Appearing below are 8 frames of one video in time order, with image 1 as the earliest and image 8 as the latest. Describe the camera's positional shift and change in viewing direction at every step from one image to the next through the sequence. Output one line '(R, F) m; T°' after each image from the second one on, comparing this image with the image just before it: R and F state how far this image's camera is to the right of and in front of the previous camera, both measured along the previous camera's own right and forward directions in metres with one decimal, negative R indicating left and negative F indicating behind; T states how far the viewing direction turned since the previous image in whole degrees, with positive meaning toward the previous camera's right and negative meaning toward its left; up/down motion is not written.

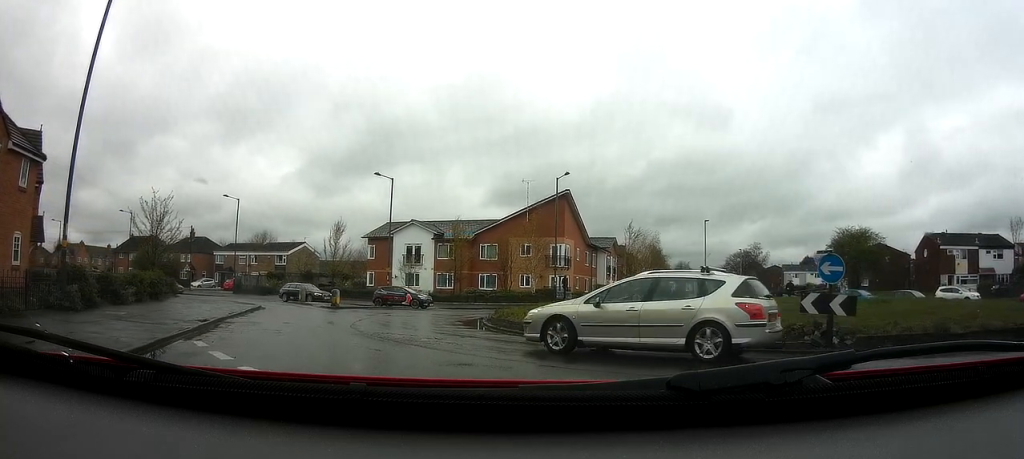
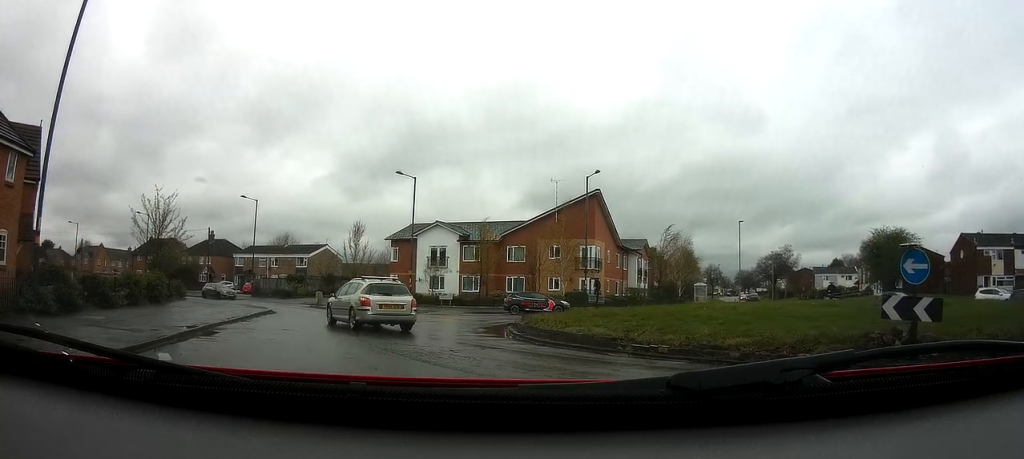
(-0.1, +1.6) m; 0°
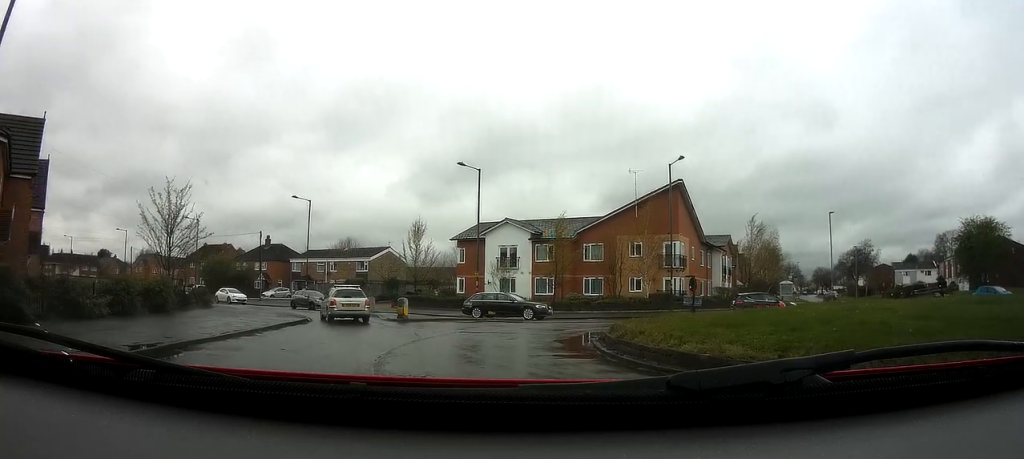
(0.0, +4.1) m; -1°
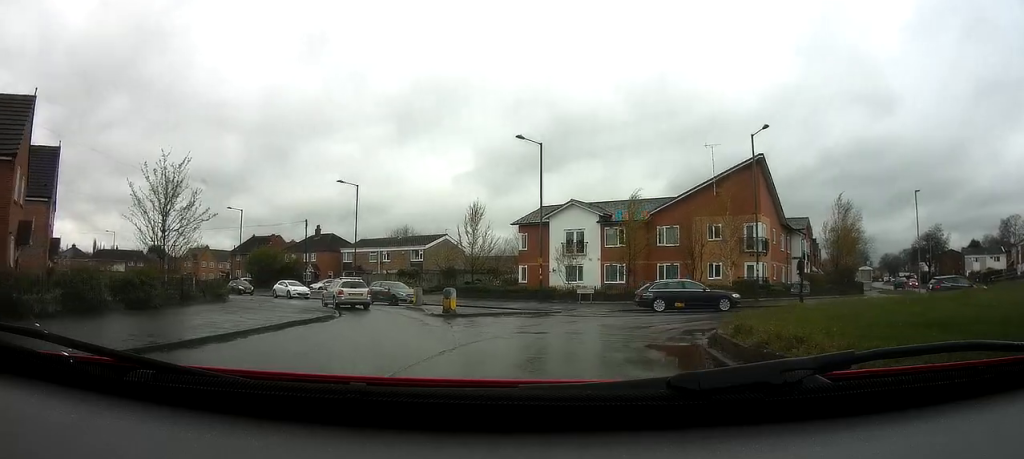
(-0.1, +4.2) m; -3°
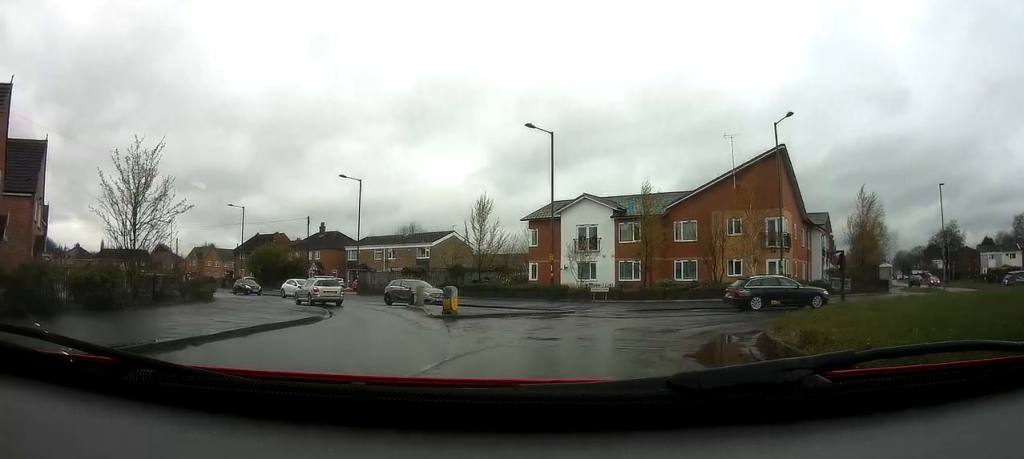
(0.0, +2.2) m; 0°
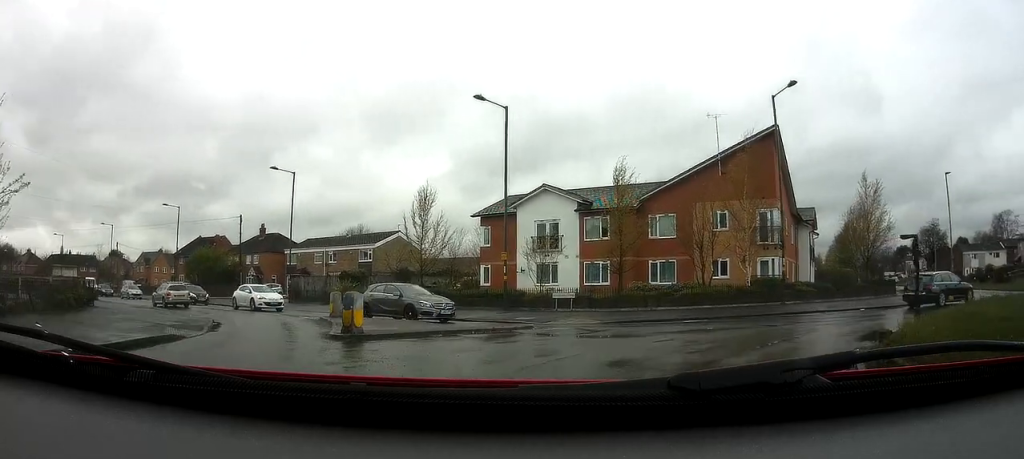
(0.0, +5.9) m; +8°
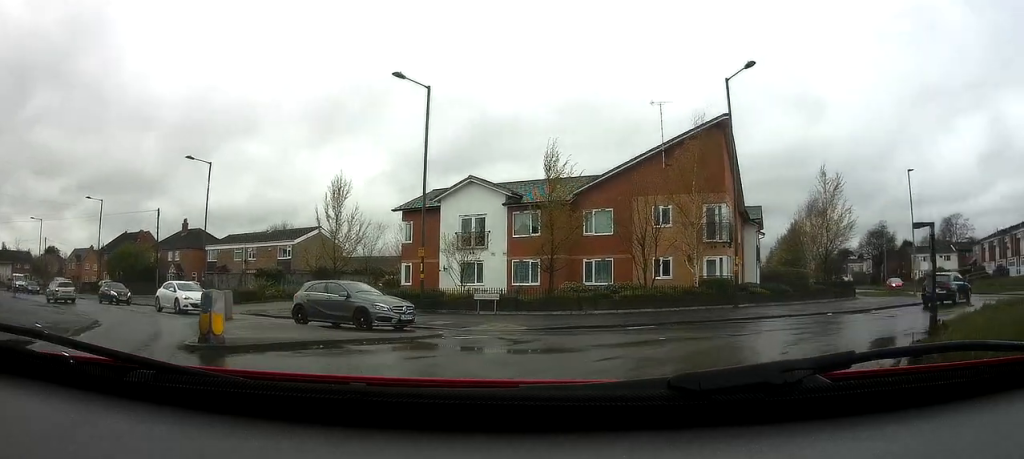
(0.0, +2.9) m; +8°
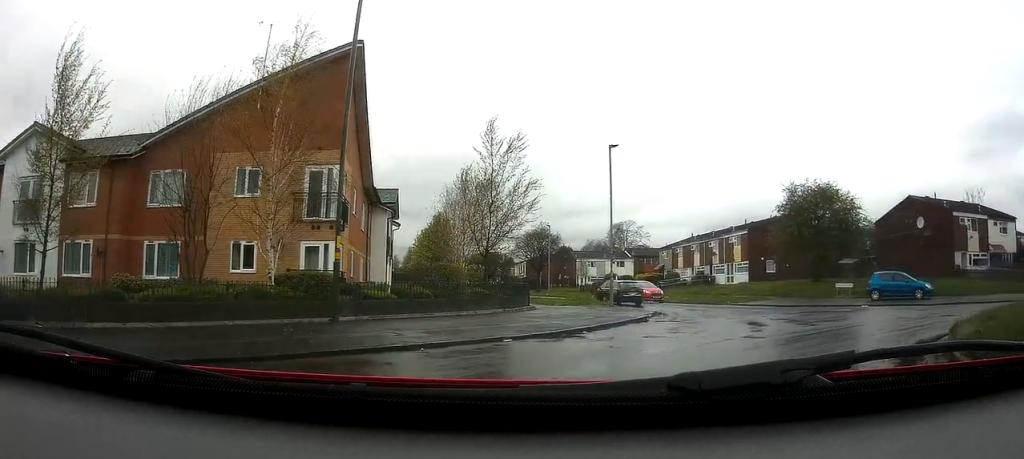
(+2.0, +9.5) m; +31°
